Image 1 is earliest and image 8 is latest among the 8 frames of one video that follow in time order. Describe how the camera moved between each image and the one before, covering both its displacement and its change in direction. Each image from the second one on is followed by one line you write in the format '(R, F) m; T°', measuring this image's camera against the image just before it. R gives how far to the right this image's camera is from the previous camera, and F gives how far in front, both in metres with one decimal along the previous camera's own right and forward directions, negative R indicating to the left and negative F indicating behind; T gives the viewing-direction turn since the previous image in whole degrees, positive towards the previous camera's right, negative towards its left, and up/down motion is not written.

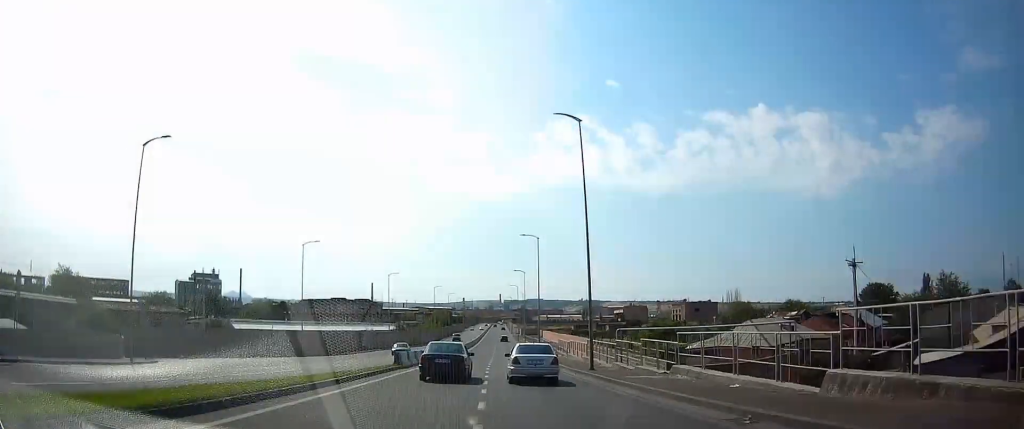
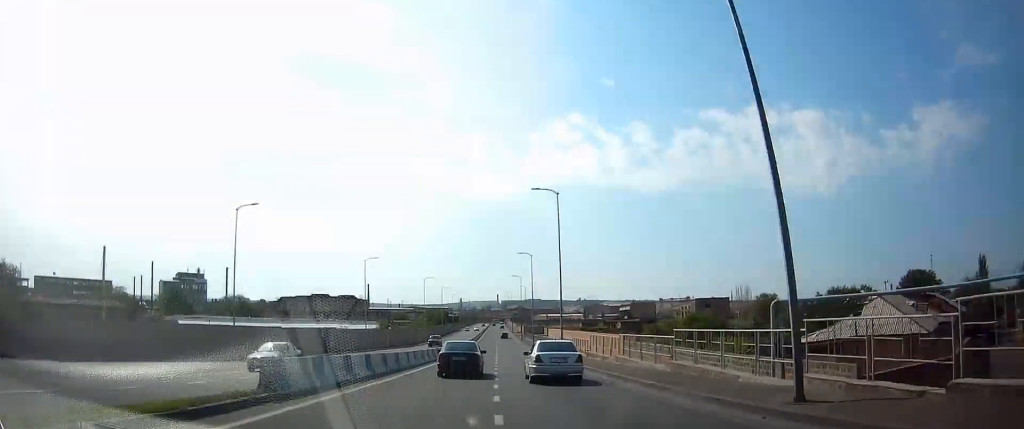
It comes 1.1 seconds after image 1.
(+1.0, +20.1) m; +4°
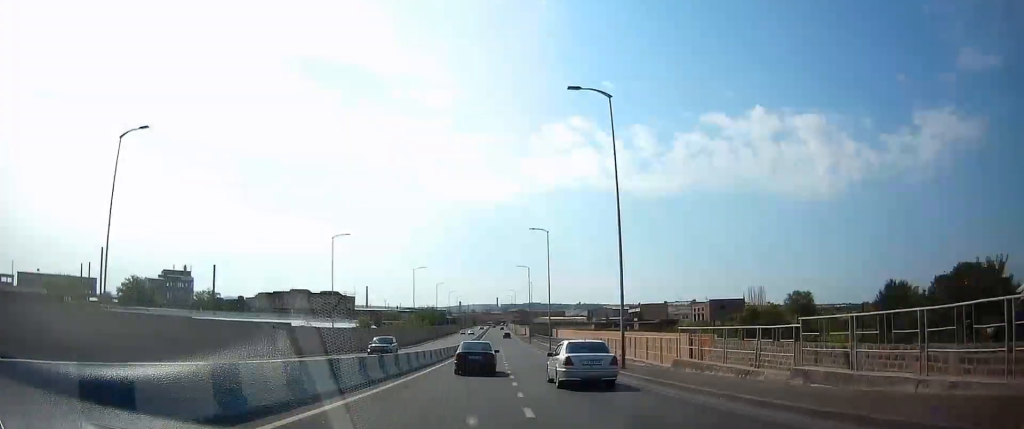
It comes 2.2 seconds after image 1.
(0.0, +18.0) m; 0°
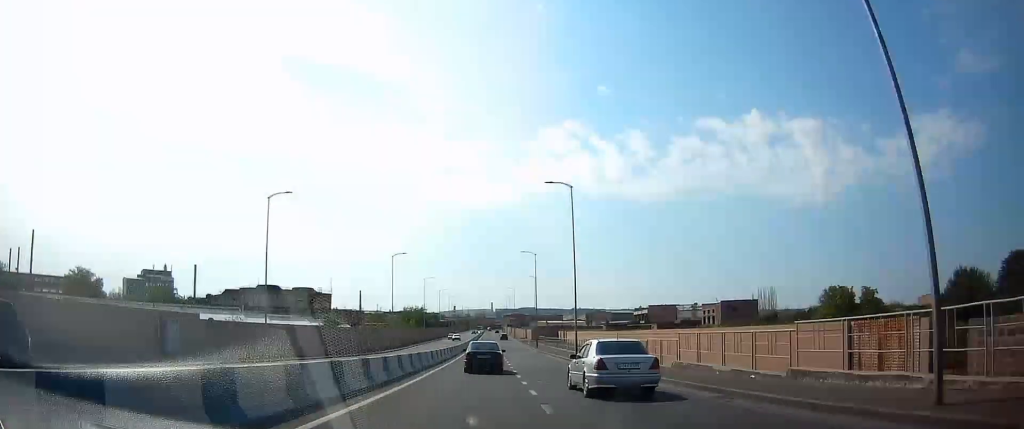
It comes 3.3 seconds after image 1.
(-0.1, +17.4) m; 0°
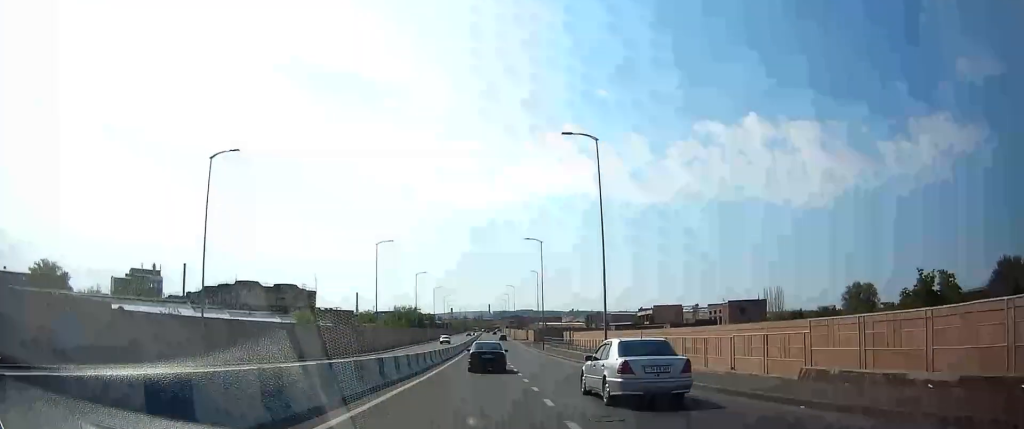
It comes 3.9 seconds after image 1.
(+0.2, +9.7) m; -1°
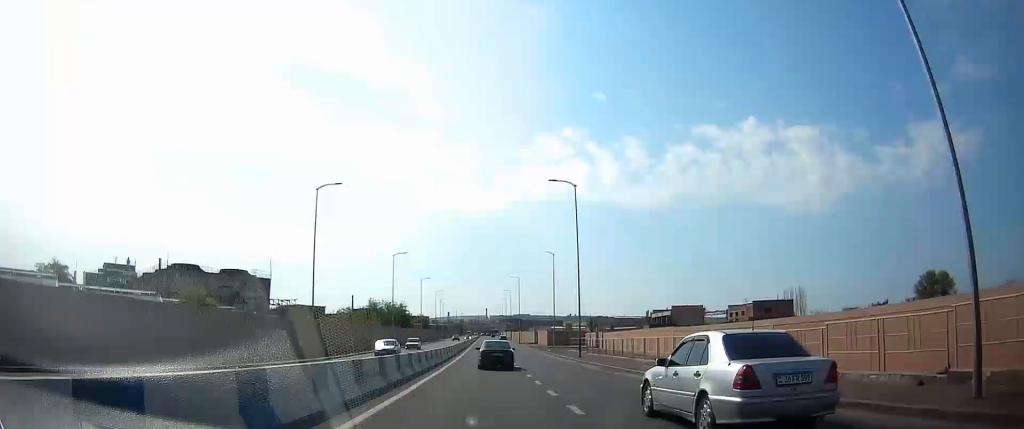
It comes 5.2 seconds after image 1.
(-0.5, +23.8) m; -1°
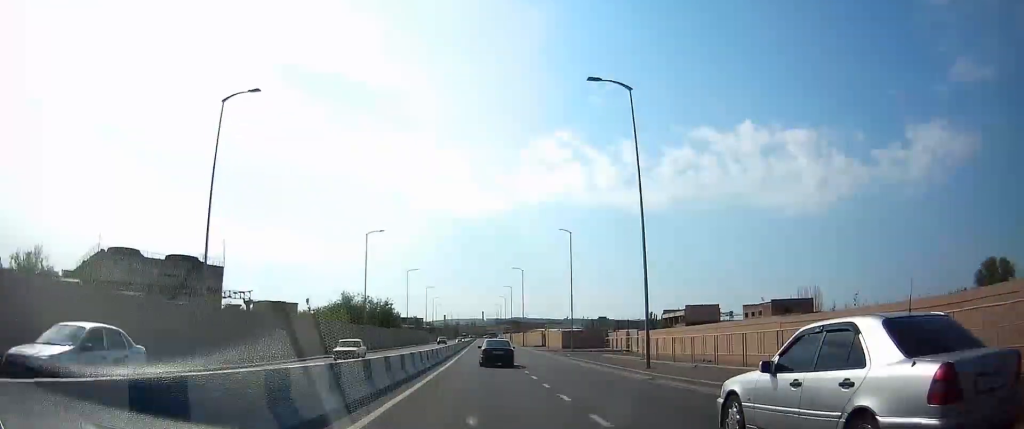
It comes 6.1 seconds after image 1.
(+0.4, +19.2) m; +1°
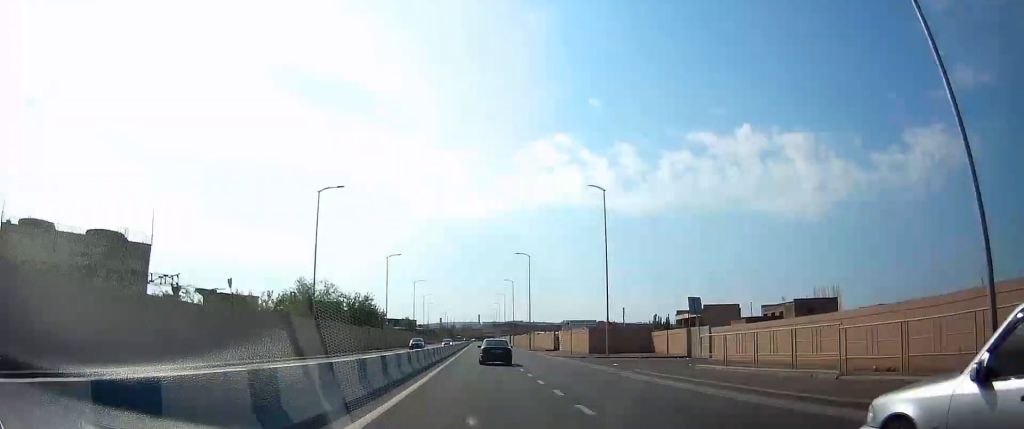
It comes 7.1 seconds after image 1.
(+0.1, +21.6) m; 0°
